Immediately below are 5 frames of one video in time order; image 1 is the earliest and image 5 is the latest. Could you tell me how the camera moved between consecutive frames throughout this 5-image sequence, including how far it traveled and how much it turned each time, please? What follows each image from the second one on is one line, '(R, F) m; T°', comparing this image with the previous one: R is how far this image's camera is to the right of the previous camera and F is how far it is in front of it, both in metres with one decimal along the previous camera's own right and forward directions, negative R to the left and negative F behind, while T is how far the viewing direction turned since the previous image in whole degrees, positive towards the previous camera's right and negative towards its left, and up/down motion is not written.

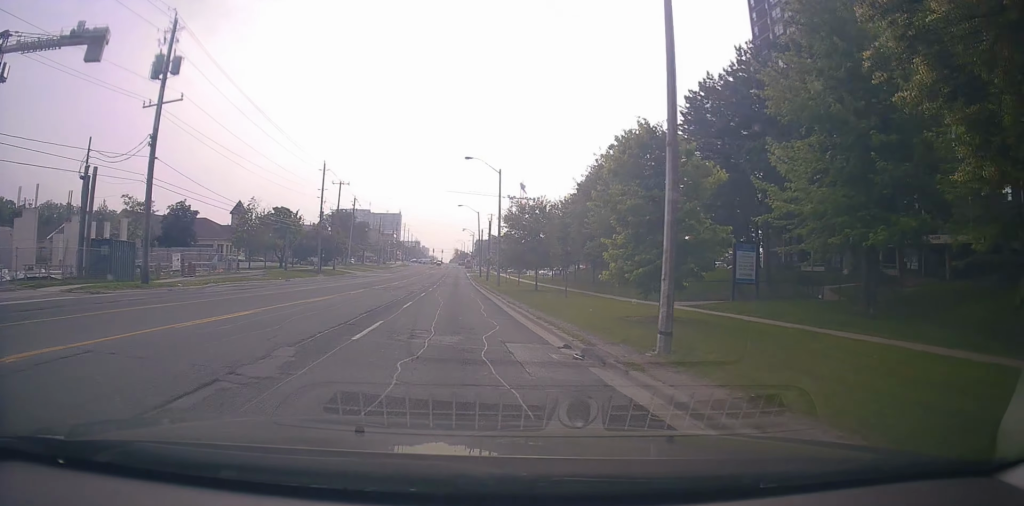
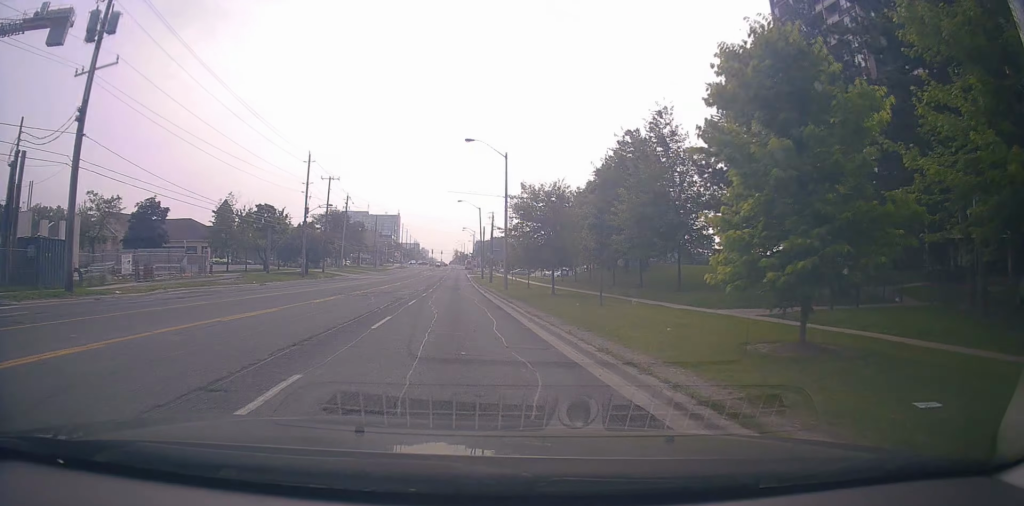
(0.0, +7.4) m; +1°
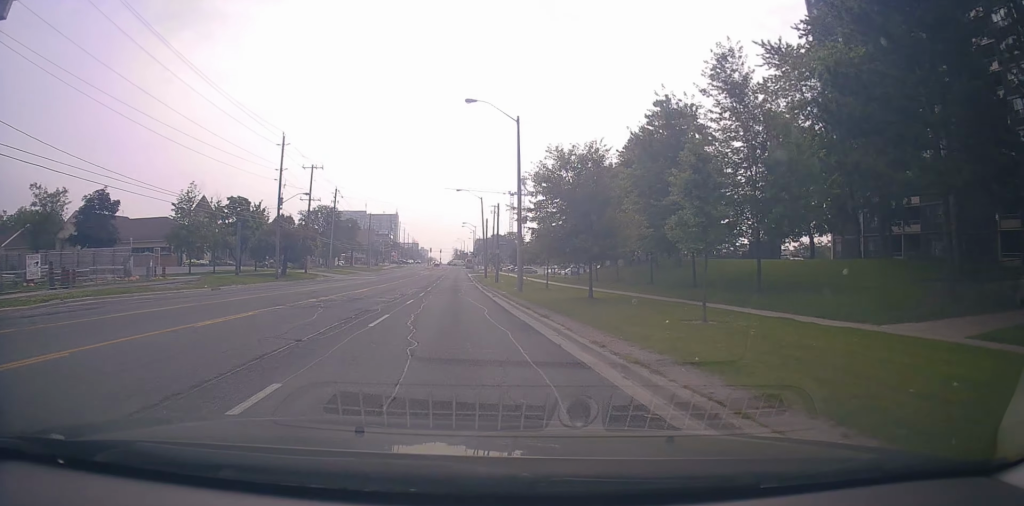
(+0.2, +9.9) m; 0°
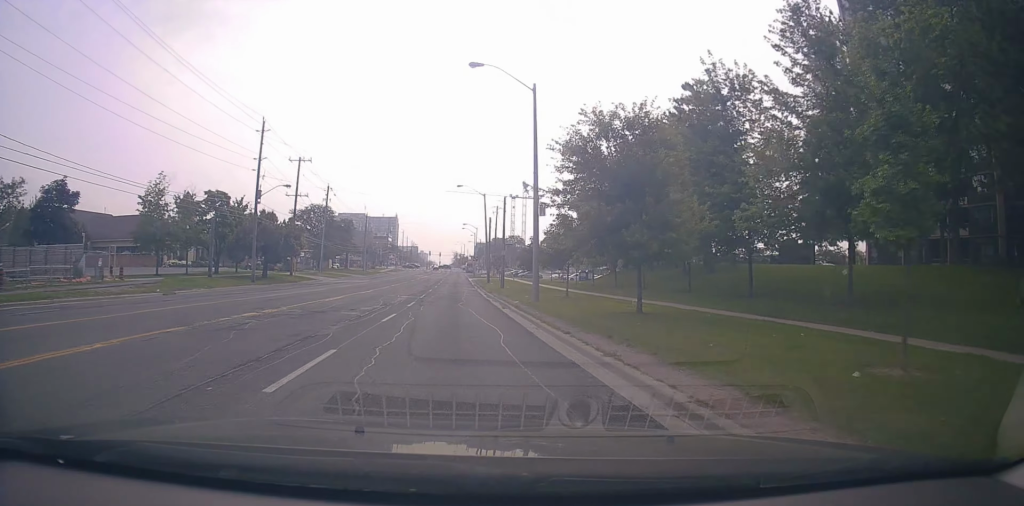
(+0.2, +6.8) m; 0°
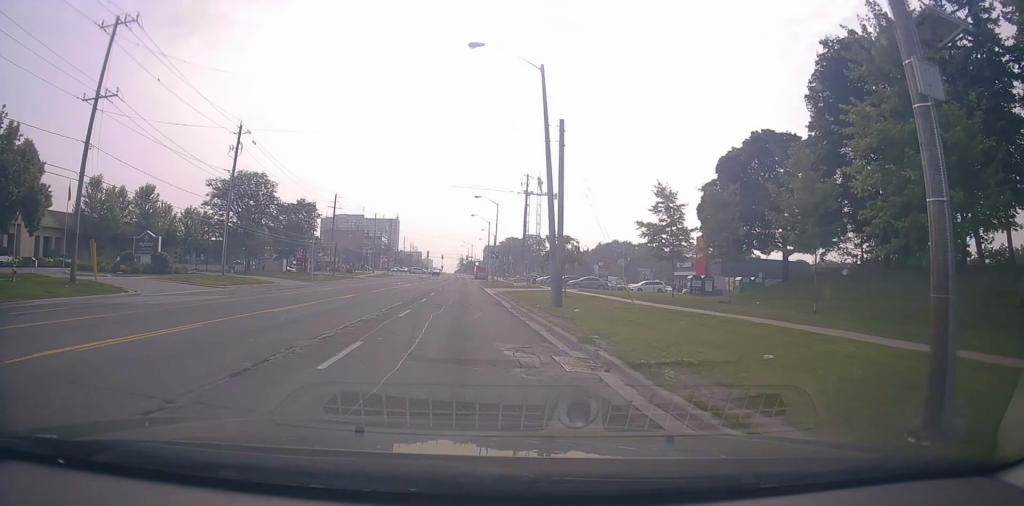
(-0.4, +43.0) m; +1°
